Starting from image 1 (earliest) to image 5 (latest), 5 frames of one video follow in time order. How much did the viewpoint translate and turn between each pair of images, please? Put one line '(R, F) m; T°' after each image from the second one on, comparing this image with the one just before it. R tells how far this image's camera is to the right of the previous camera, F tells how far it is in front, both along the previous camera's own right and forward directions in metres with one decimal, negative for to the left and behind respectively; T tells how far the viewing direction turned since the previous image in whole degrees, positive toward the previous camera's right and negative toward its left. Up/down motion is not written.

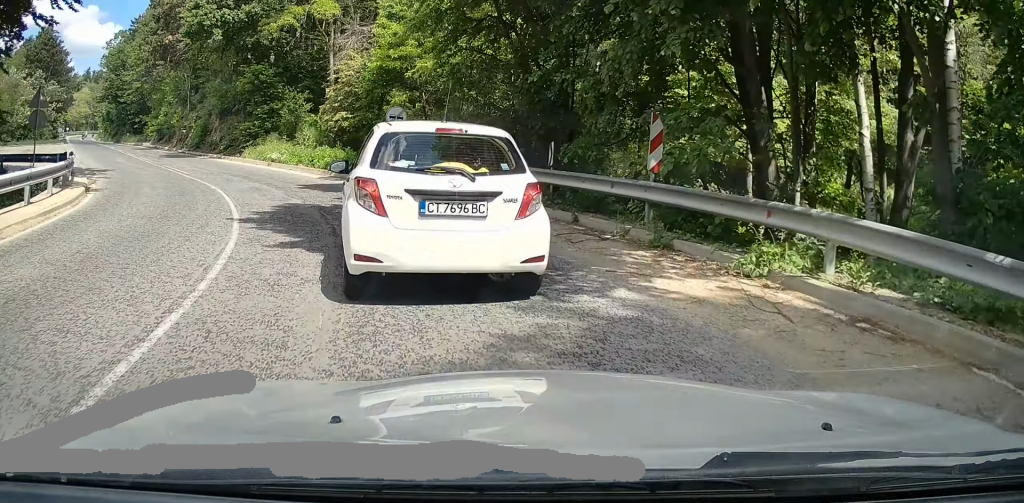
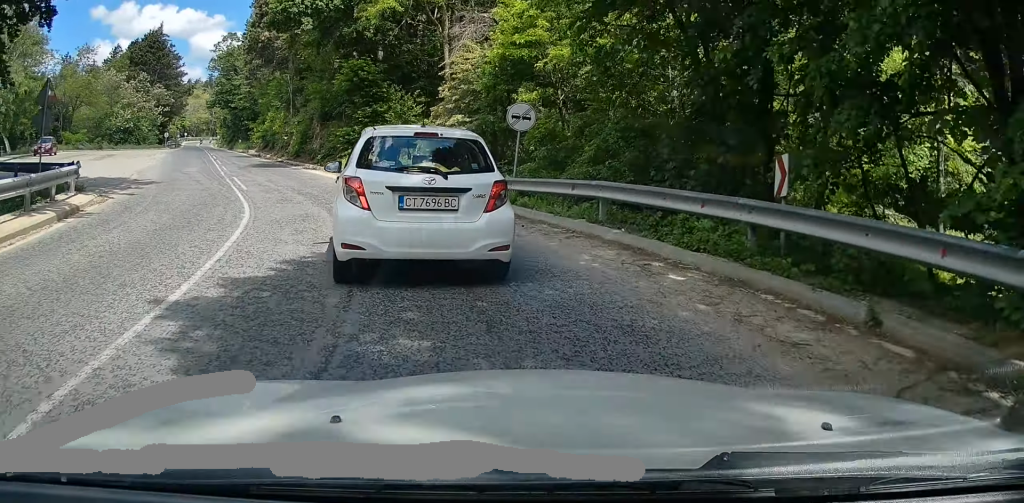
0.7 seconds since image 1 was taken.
(-1.0, +6.8) m; -13°
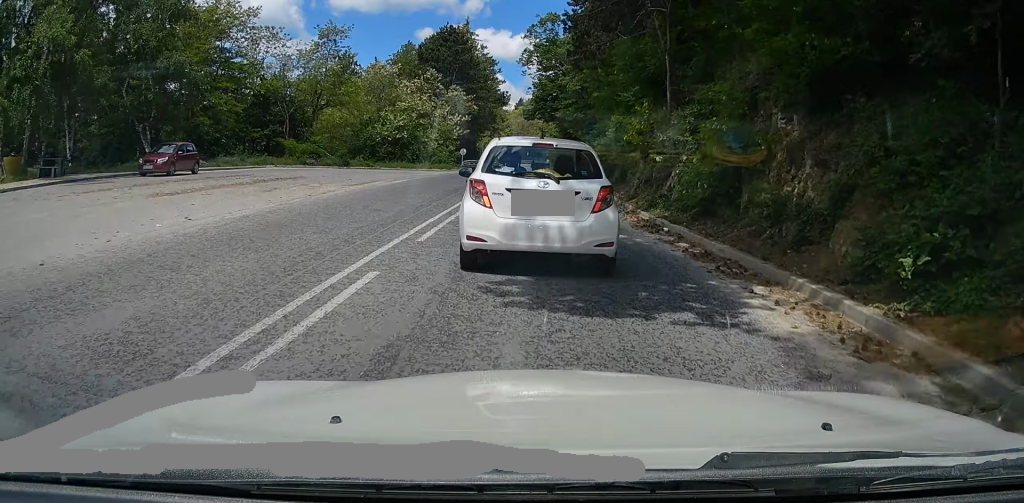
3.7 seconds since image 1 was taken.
(-5.5, +30.3) m; -15°
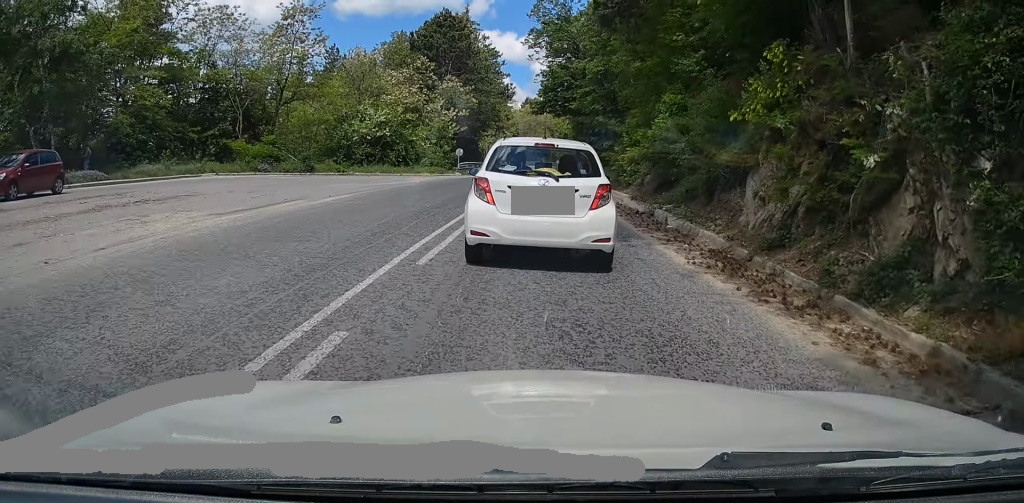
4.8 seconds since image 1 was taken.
(-0.1, +11.6) m; 0°
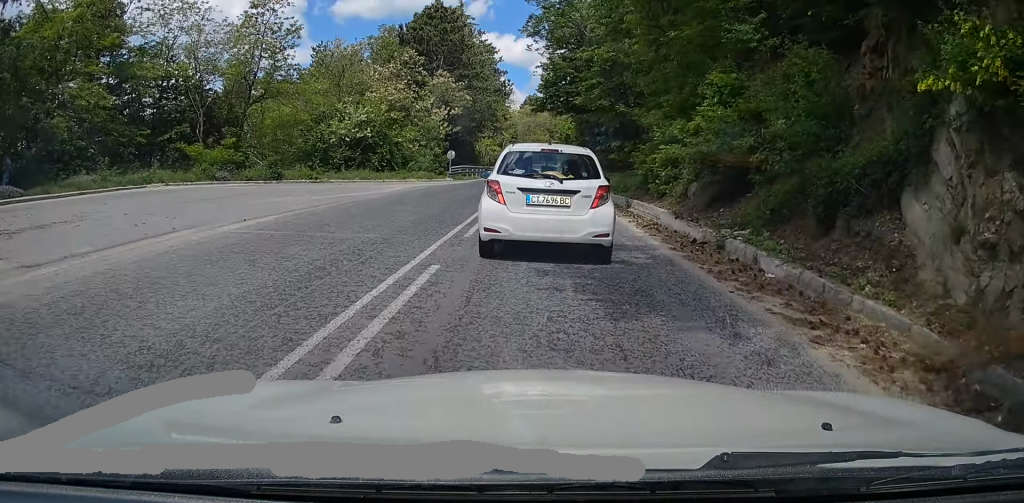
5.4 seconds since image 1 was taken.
(0.0, +6.2) m; 0°
